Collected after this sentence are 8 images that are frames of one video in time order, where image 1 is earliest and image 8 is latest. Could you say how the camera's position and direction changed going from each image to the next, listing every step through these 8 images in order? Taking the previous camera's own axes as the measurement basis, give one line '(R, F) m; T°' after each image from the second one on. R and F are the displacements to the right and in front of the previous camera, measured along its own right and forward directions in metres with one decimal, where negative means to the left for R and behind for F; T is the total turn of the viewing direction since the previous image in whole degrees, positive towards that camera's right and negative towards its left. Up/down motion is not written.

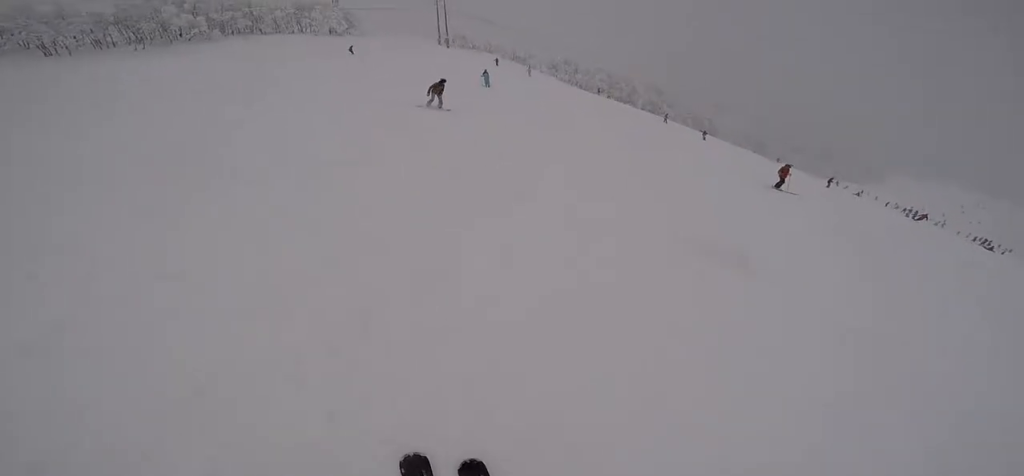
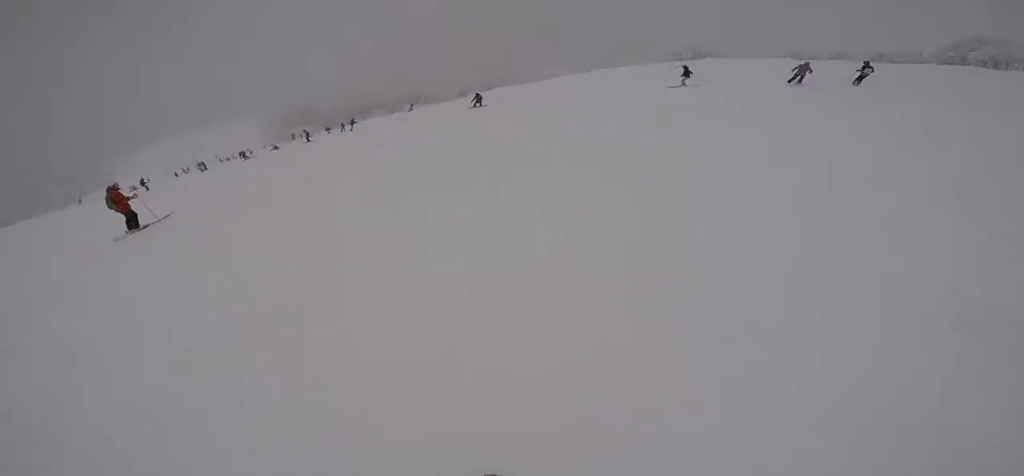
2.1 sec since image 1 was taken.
(+4.8, +5.8) m; +69°
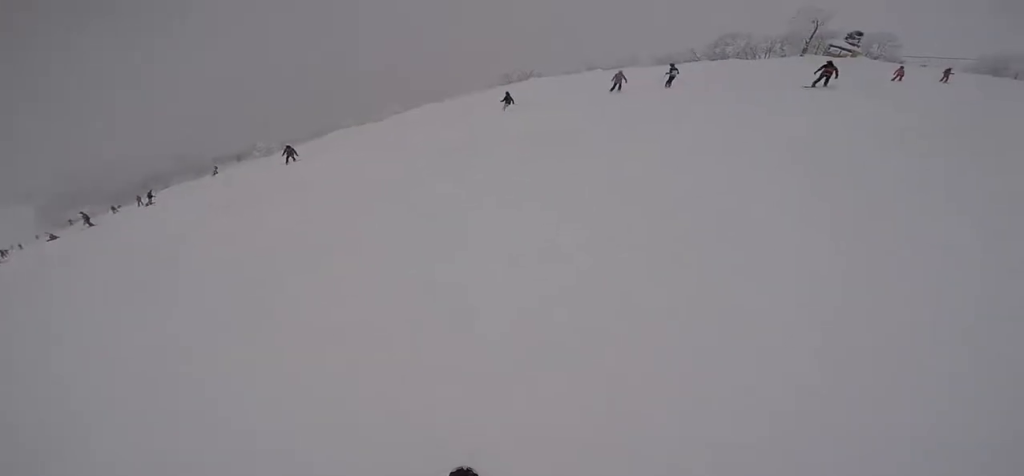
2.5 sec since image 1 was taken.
(-0.3, +1.4) m; +11°
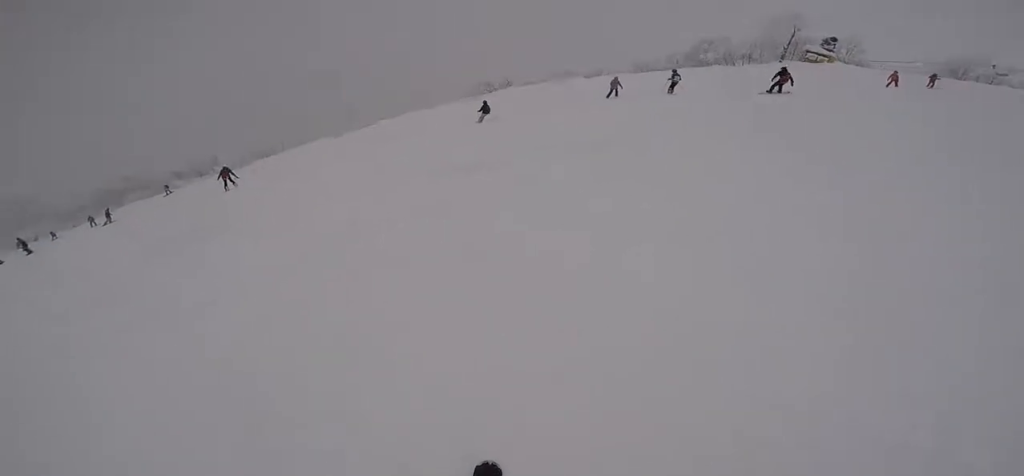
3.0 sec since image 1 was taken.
(+0.5, +1.7) m; +12°
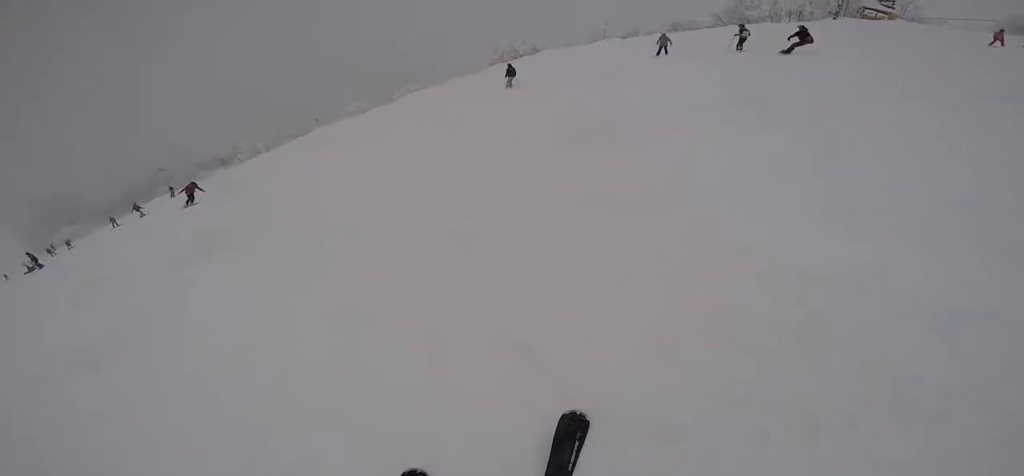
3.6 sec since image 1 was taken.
(+0.6, +2.3) m; +13°
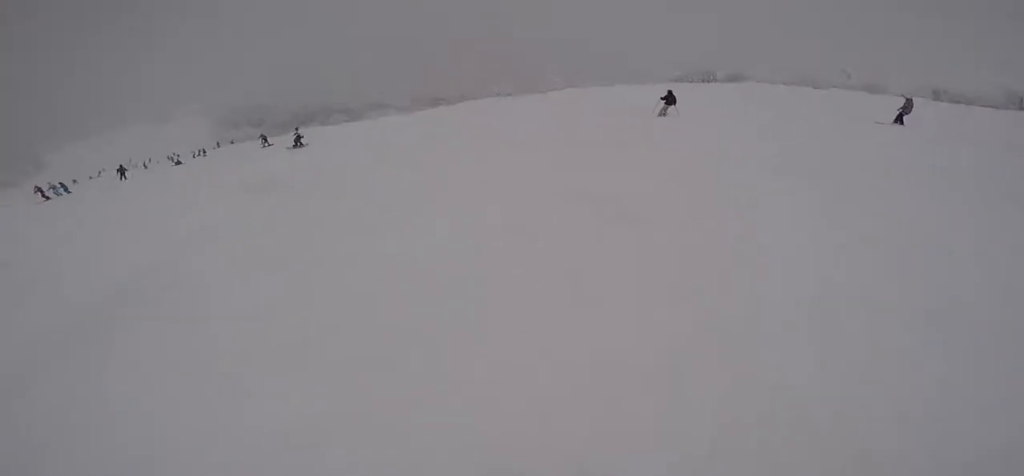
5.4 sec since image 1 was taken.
(-1.9, +5.3) m; -52°
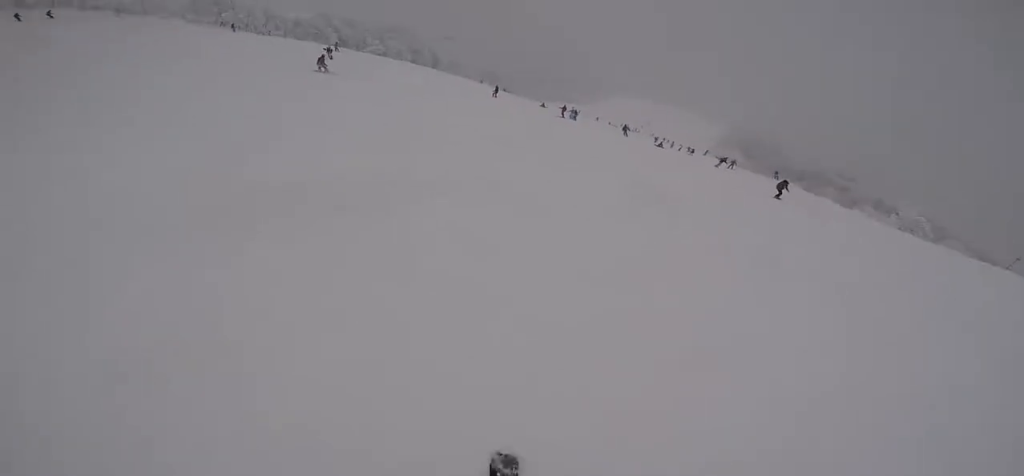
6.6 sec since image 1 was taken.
(-1.0, +3.4) m; -36°
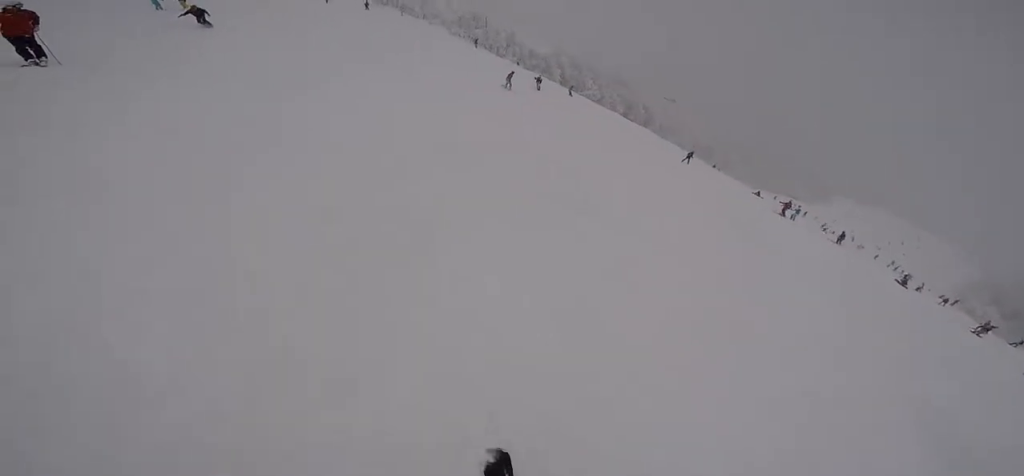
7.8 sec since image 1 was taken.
(-0.9, +3.7) m; -17°
